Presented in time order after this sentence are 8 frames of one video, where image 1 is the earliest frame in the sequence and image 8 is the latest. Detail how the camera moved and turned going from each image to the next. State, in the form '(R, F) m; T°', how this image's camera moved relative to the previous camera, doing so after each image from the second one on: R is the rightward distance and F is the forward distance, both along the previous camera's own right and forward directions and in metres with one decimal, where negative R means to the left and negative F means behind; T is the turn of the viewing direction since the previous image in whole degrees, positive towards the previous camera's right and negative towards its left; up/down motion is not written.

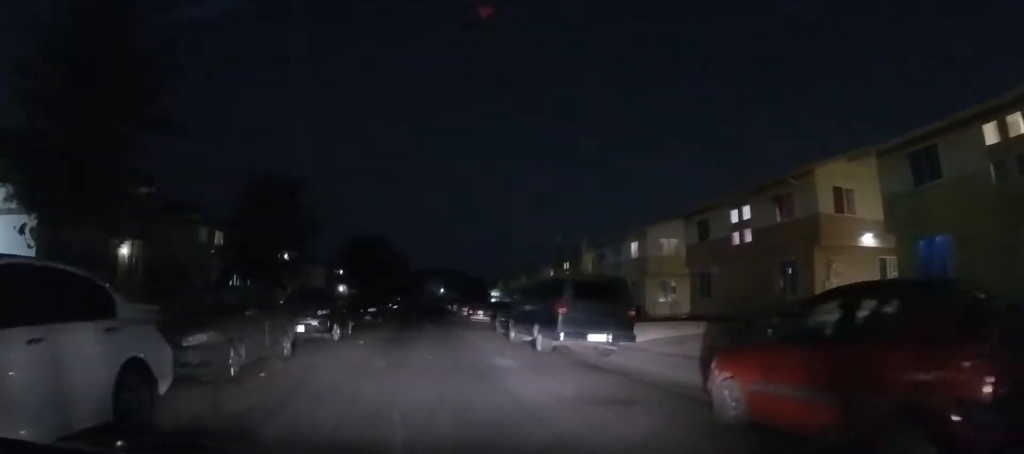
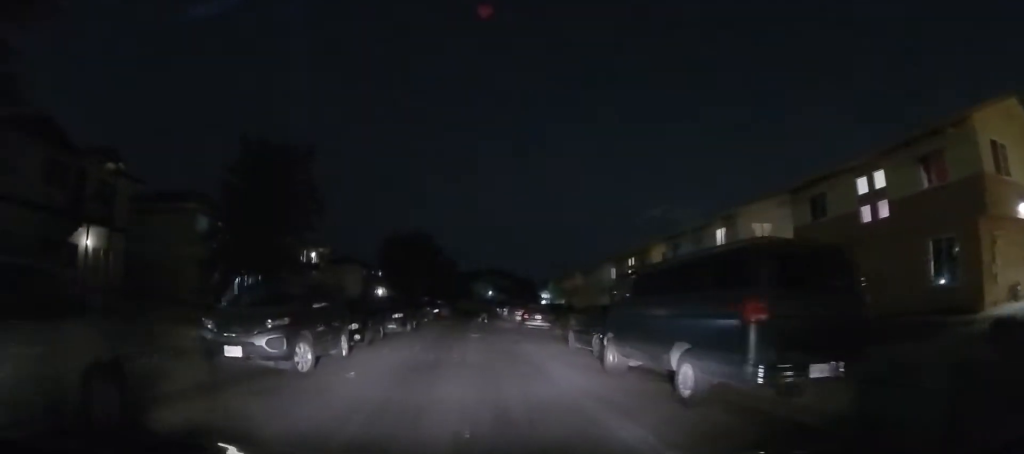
(-0.7, +6.5) m; -8°
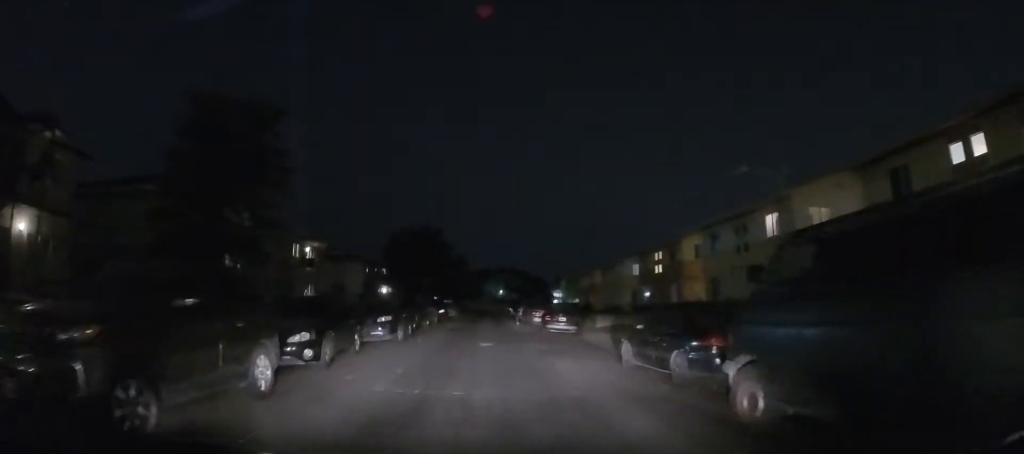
(0.0, +4.9) m; 0°
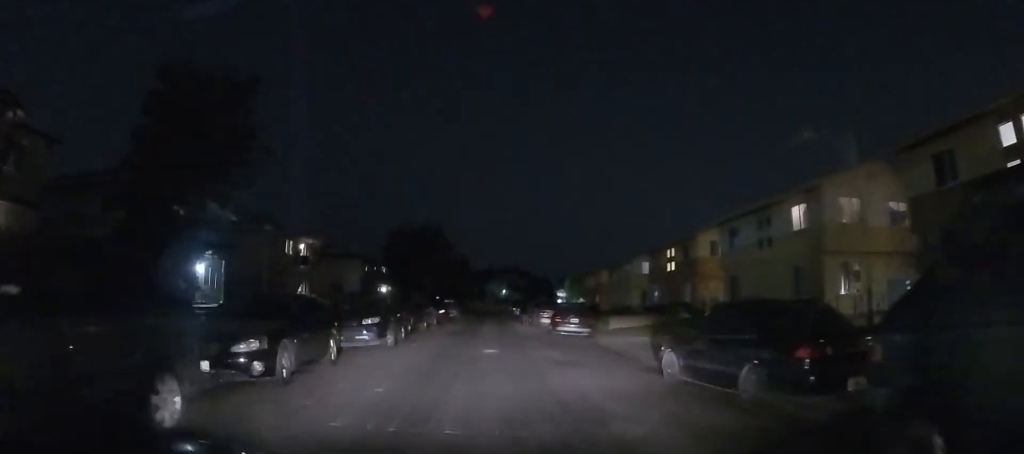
(0.0, +2.4) m; 0°
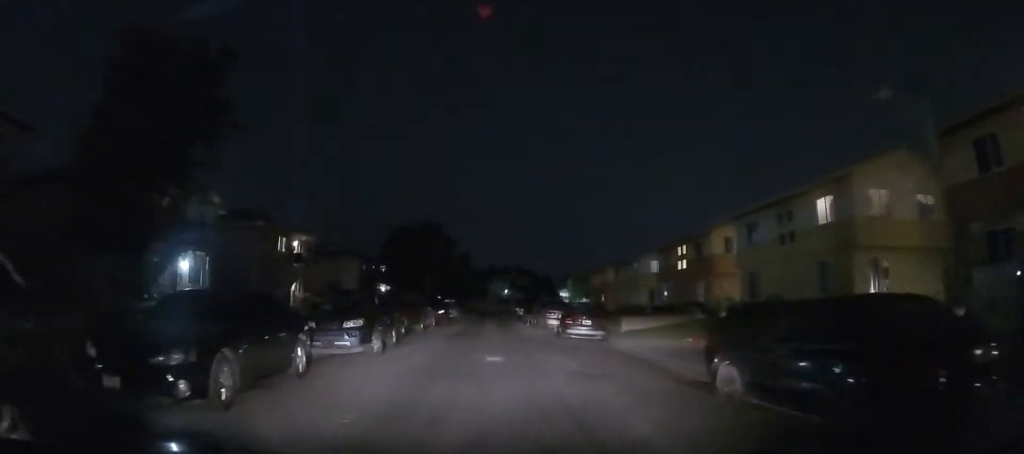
(0.0, +2.1) m; 0°
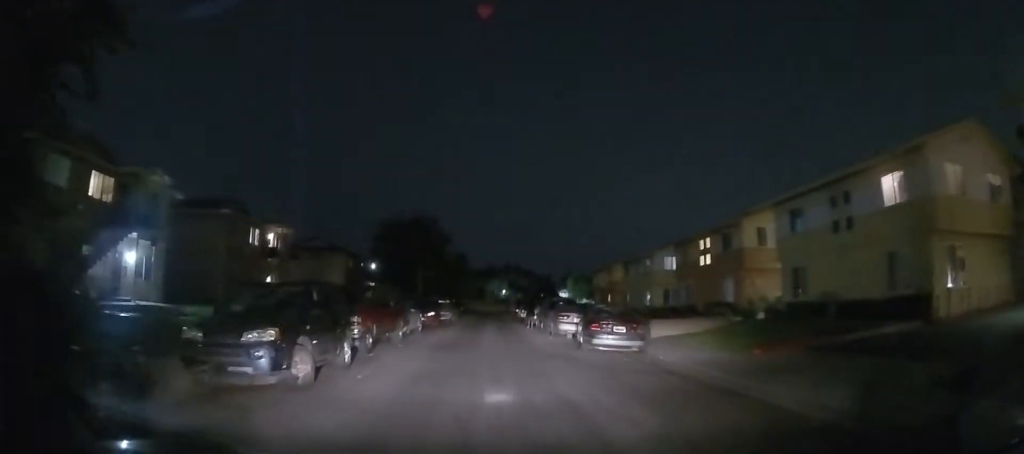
(0.0, +4.9) m; +2°
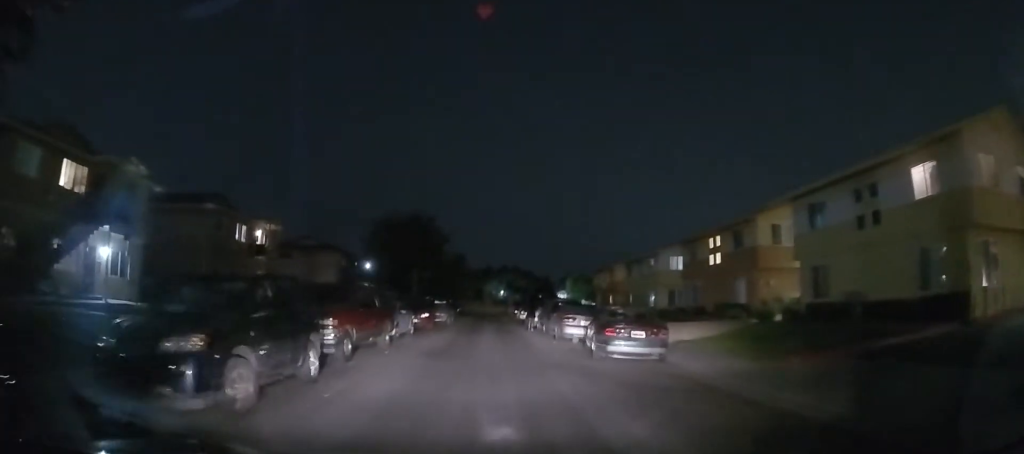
(0.0, +1.9) m; +2°
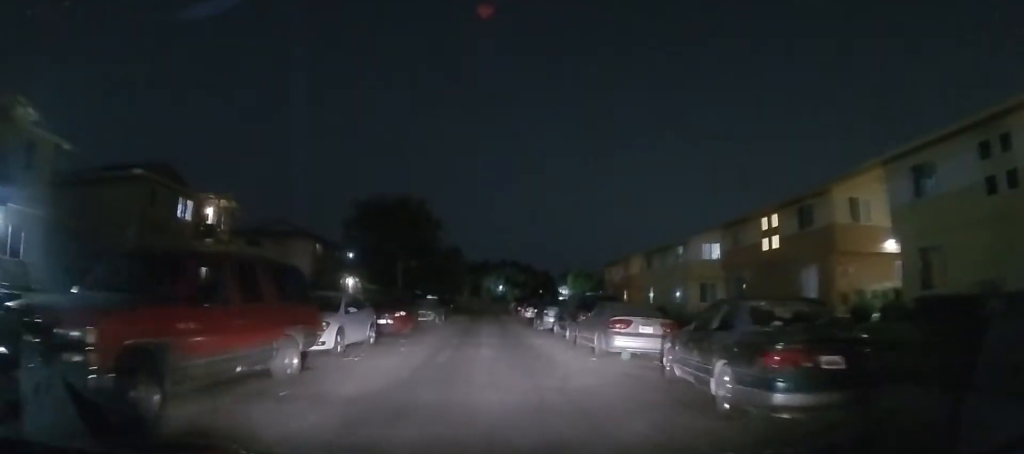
(+0.5, +7.3) m; +1°
